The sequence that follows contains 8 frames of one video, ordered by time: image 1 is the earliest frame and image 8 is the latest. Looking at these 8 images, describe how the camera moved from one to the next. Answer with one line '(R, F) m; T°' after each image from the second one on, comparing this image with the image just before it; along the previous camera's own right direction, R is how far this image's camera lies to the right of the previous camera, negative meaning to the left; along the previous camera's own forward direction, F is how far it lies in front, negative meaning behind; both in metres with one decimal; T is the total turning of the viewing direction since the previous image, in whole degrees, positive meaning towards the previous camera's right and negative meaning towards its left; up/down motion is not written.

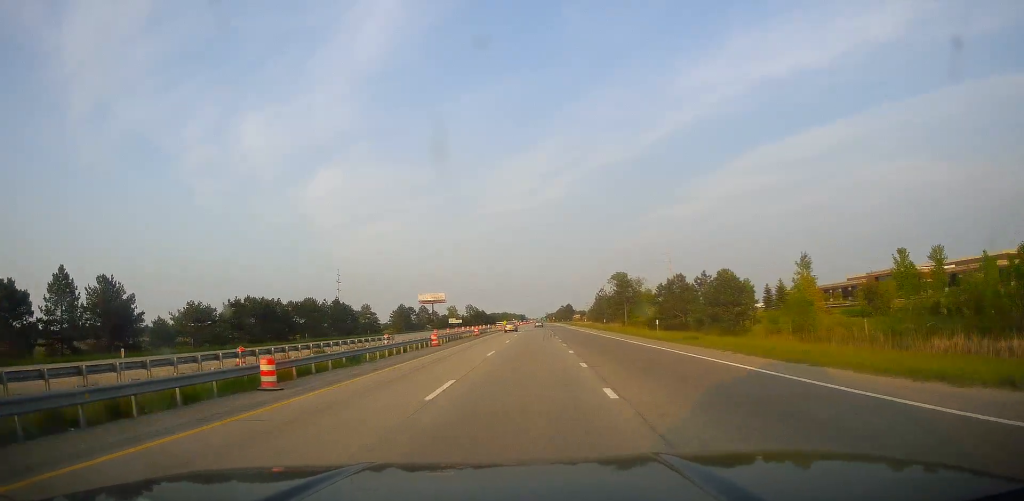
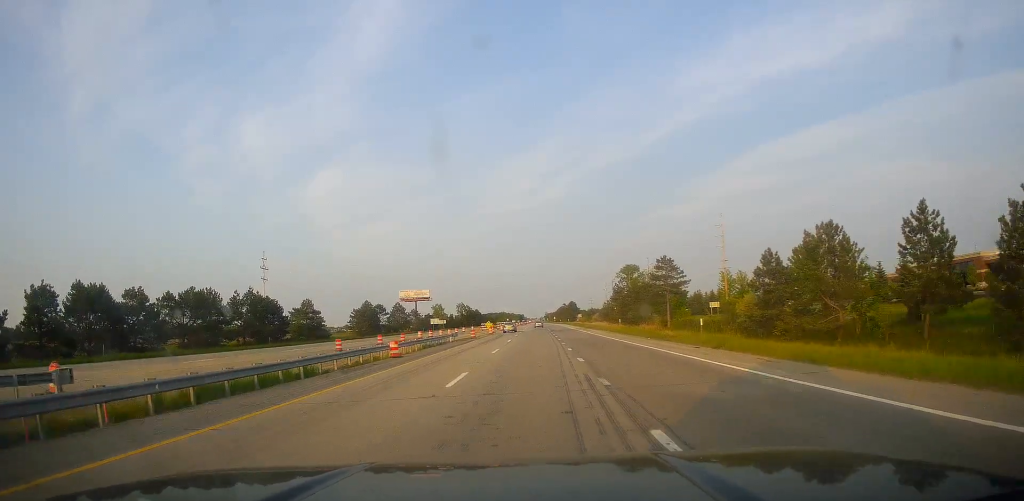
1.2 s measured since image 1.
(-0.6, +42.9) m; -1°
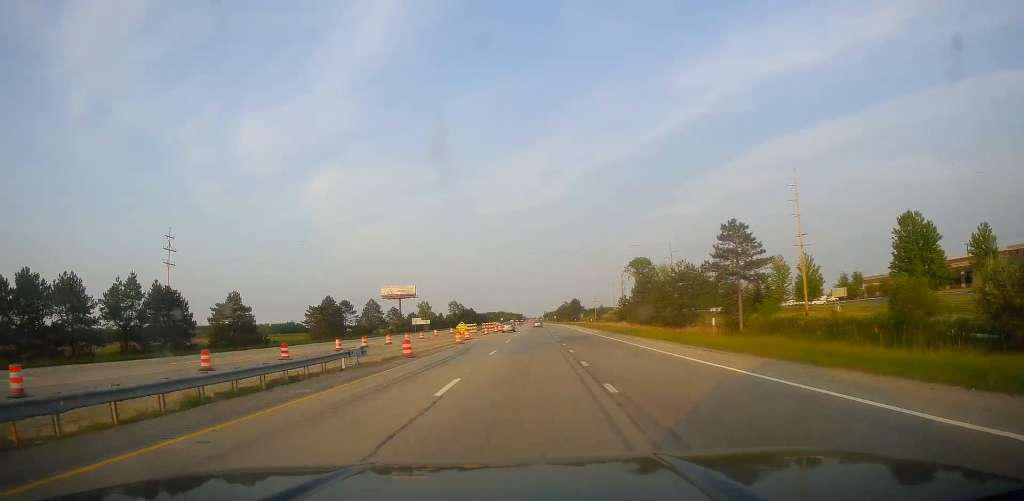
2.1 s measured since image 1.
(0.0, +31.6) m; +1°
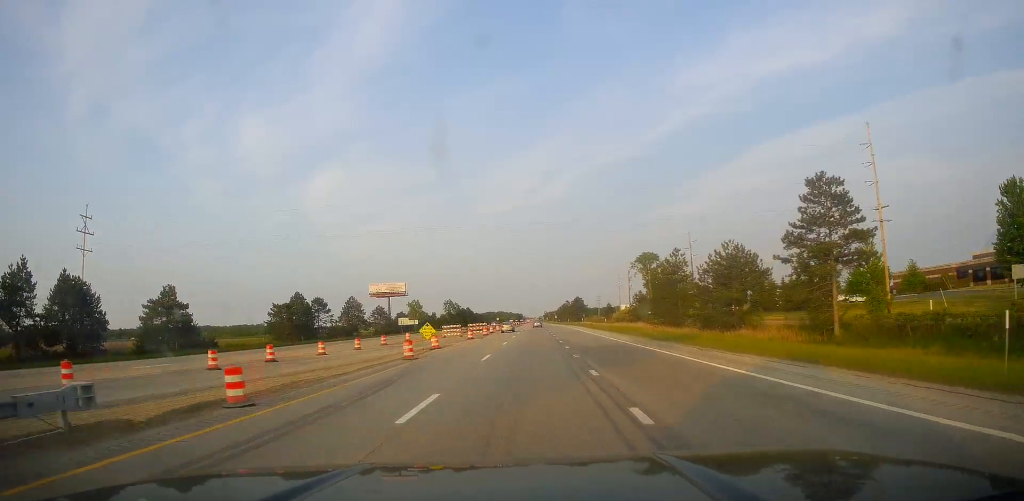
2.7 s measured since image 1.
(+0.3, +18.8) m; 0°
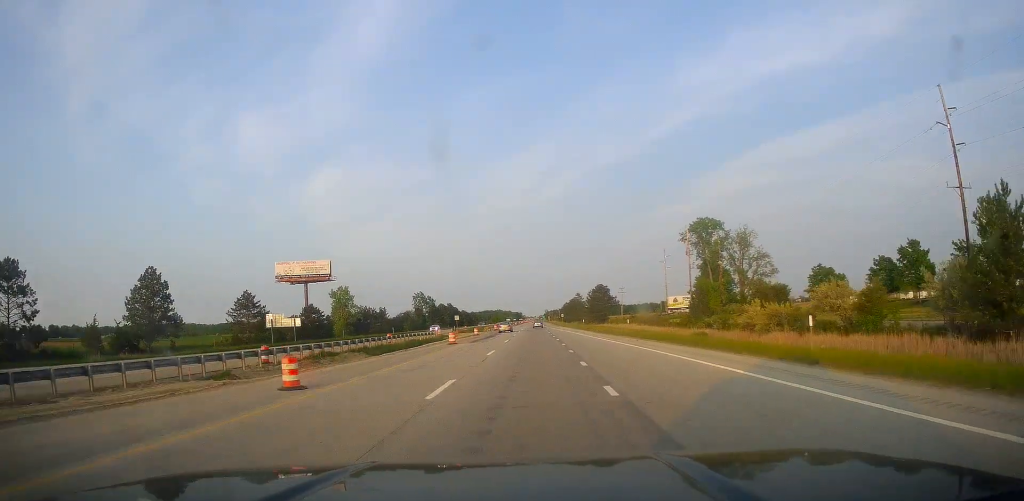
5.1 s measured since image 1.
(-0.6, +87.7) m; 0°
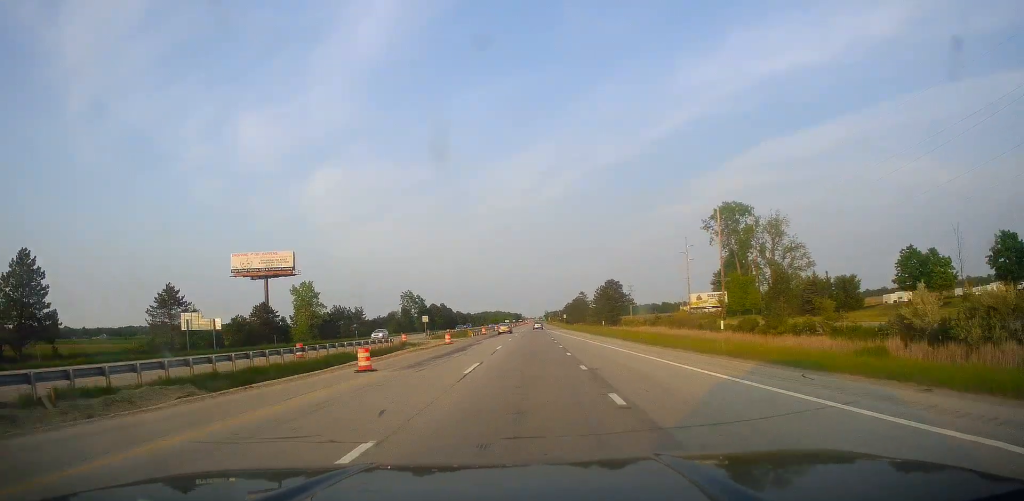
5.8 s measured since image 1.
(+0.3, +23.6) m; +1°
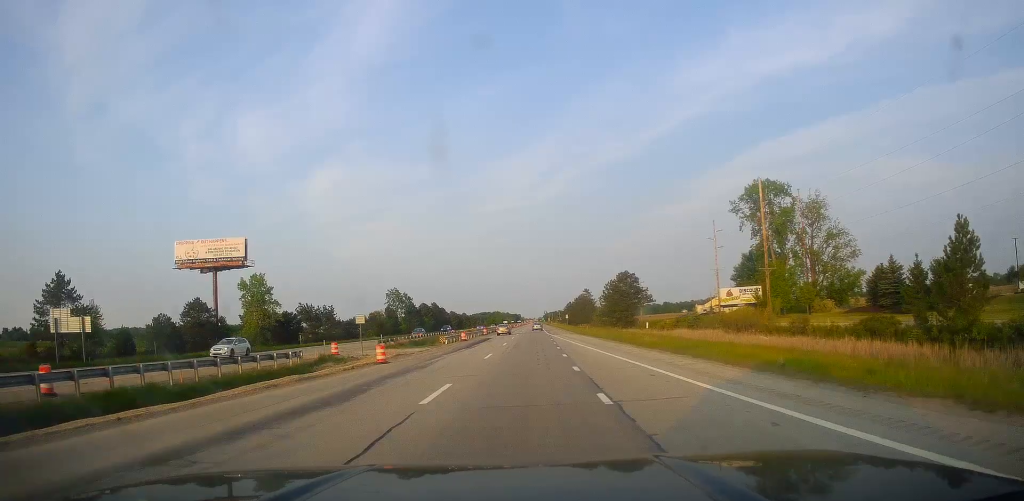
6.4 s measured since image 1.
(+0.1, +22.4) m; 0°
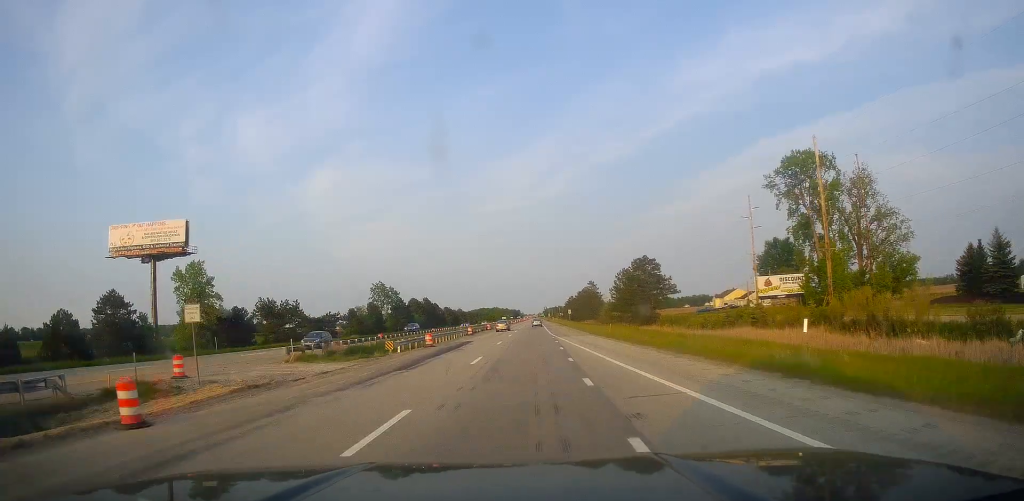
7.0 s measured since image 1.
(+0.1, +20.0) m; -1°
